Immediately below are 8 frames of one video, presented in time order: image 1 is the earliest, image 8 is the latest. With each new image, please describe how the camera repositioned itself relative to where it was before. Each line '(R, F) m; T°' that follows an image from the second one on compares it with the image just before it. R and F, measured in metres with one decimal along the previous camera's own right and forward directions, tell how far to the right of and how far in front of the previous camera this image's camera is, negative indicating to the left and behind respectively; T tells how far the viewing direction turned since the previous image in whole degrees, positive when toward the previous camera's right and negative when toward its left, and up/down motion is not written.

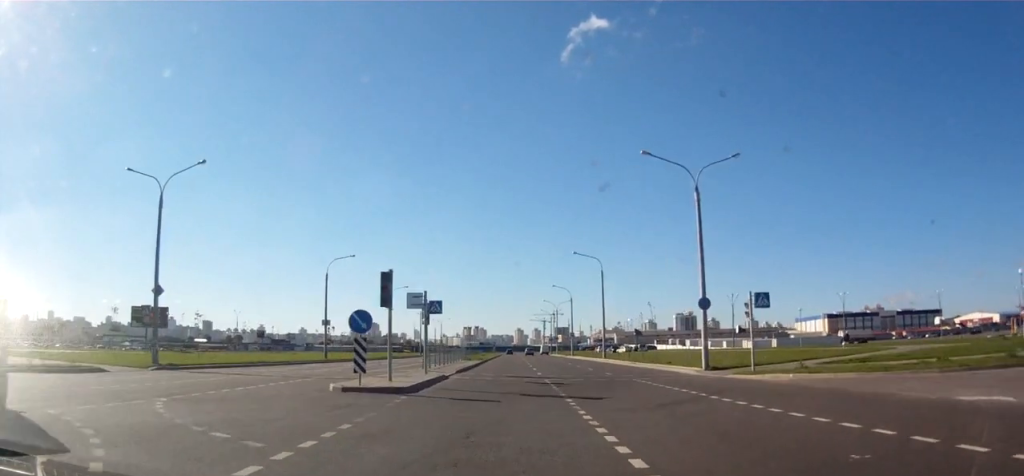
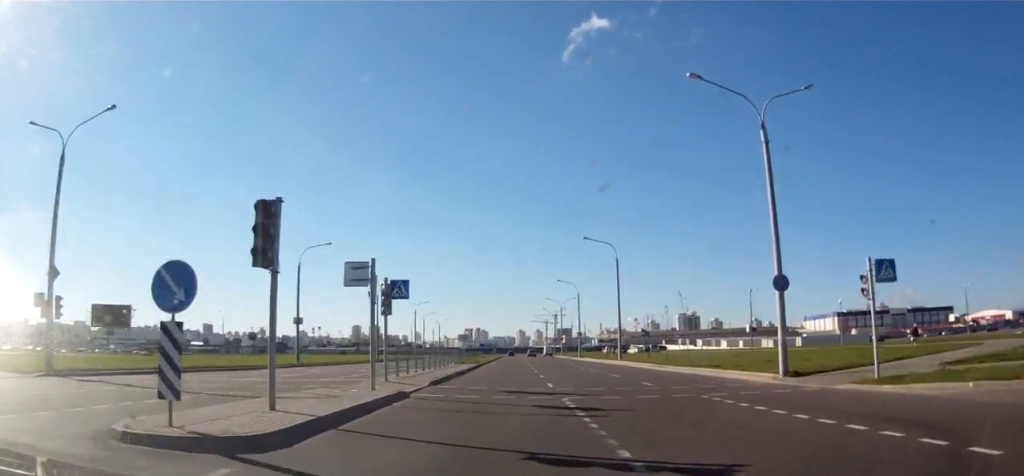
(+0.2, +10.7) m; 0°
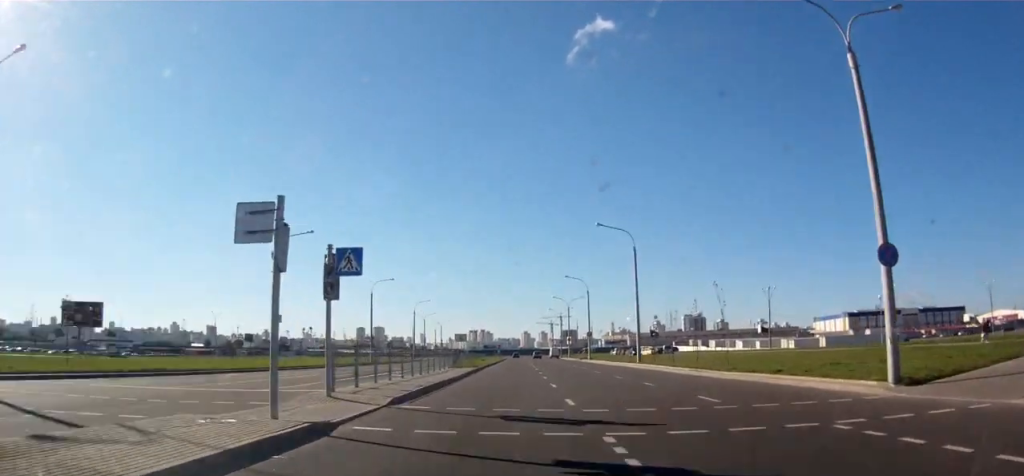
(-0.1, +7.3) m; 0°
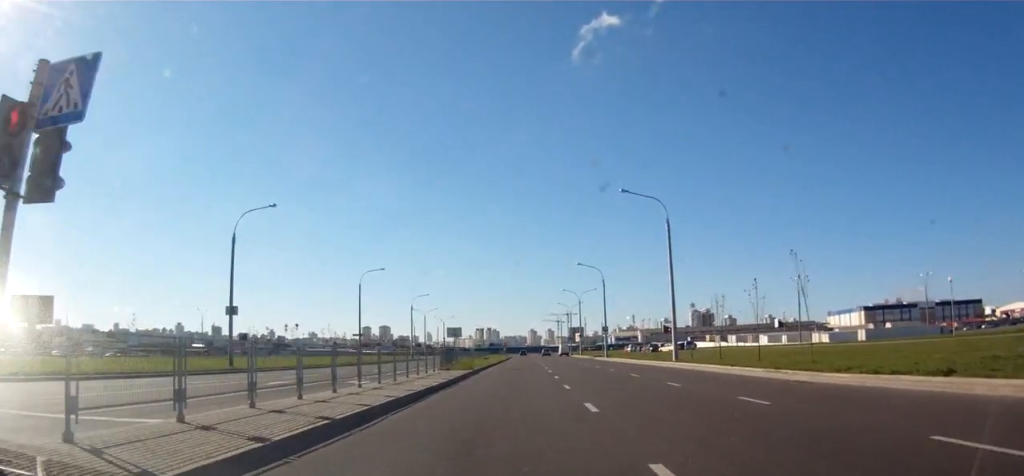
(0.0, +10.7) m; -1°
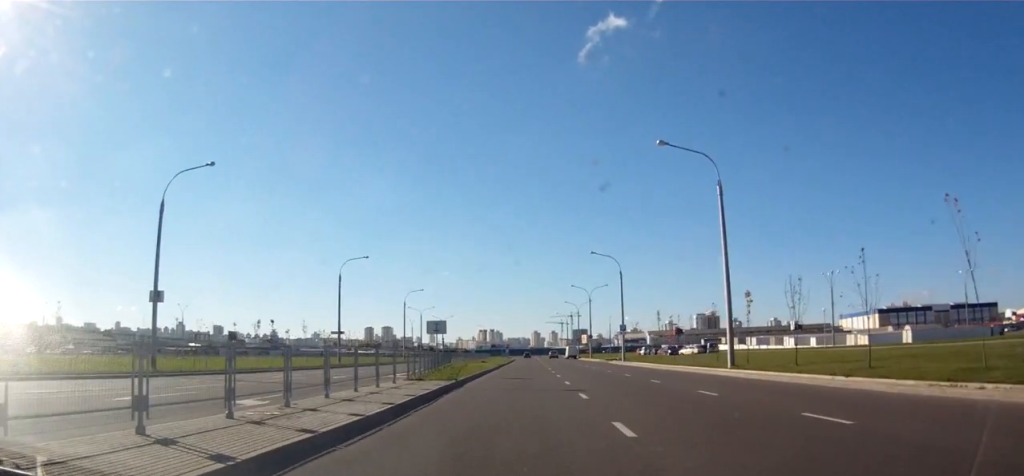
(+0.1, +11.3) m; -1°
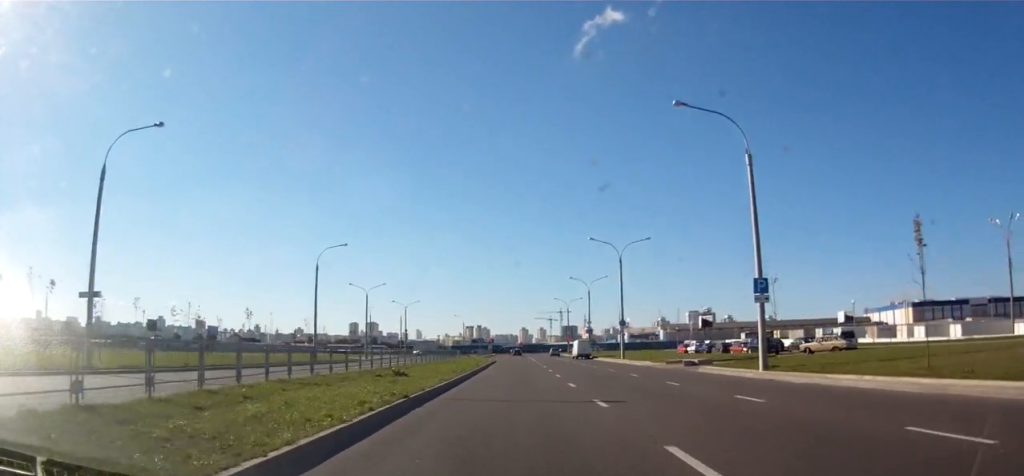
(+0.2, +43.4) m; +1°
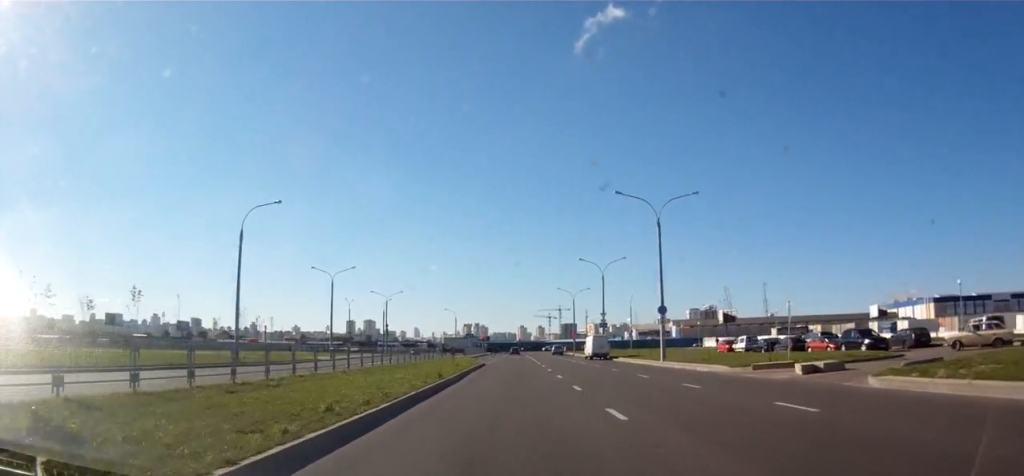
(+0.3, +19.3) m; +1°
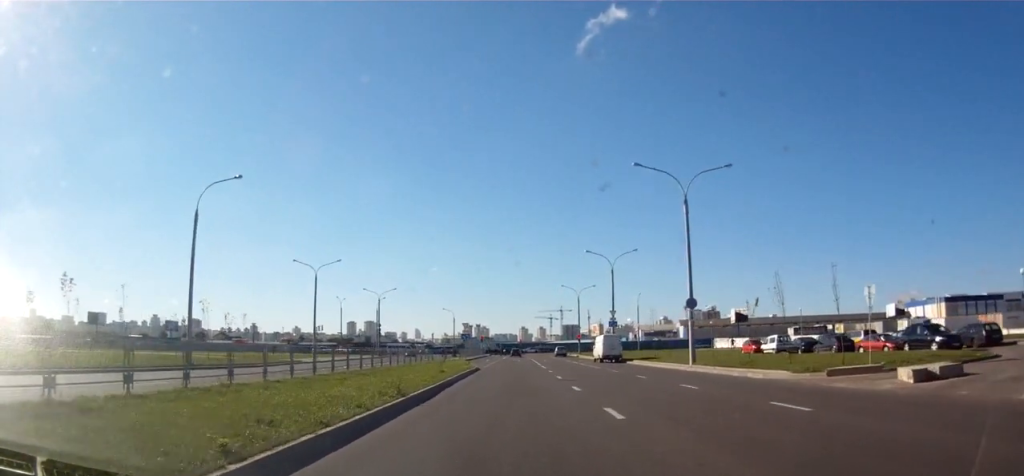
(0.0, +7.5) m; 0°
